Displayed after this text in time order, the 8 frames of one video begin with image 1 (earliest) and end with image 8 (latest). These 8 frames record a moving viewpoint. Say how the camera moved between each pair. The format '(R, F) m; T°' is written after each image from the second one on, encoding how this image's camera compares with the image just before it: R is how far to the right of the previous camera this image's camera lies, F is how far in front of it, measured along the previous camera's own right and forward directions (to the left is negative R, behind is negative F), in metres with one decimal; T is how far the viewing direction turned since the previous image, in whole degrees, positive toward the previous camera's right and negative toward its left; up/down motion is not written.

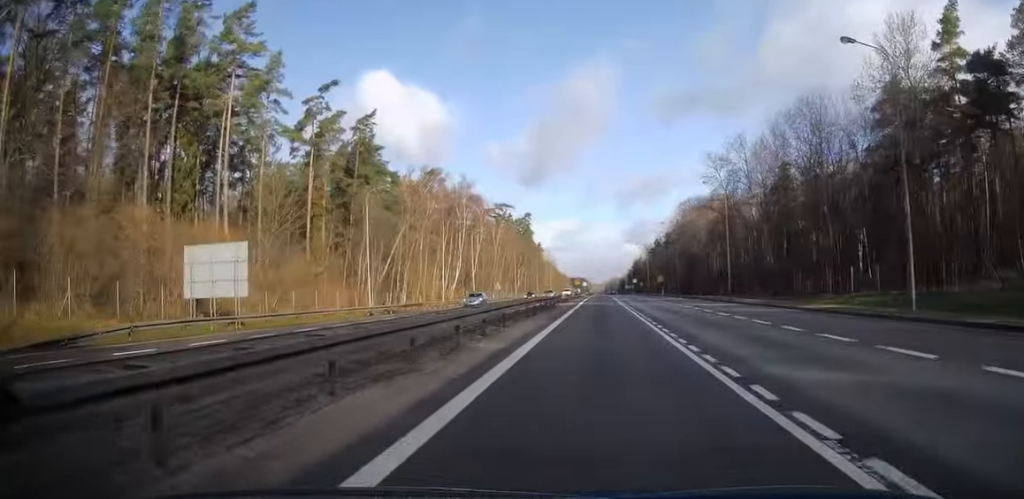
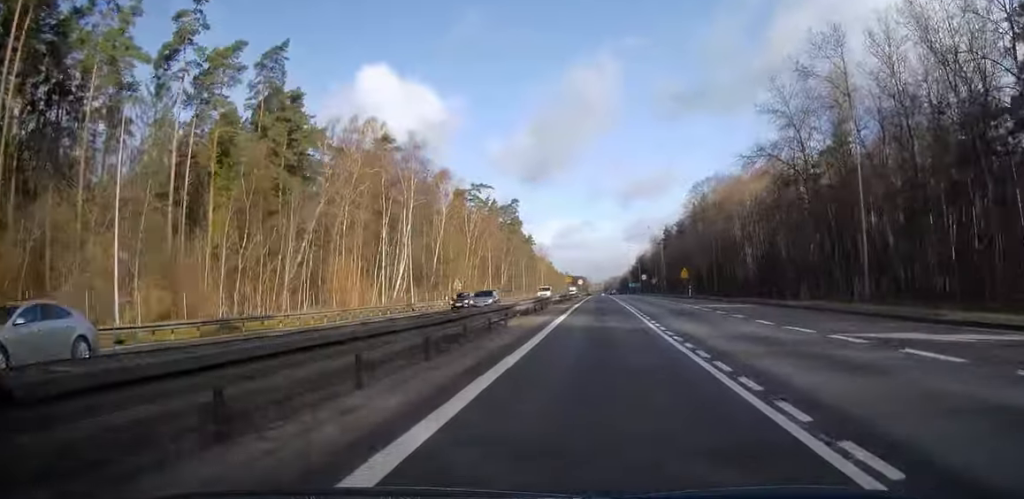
(+0.2, +31.0) m; 0°
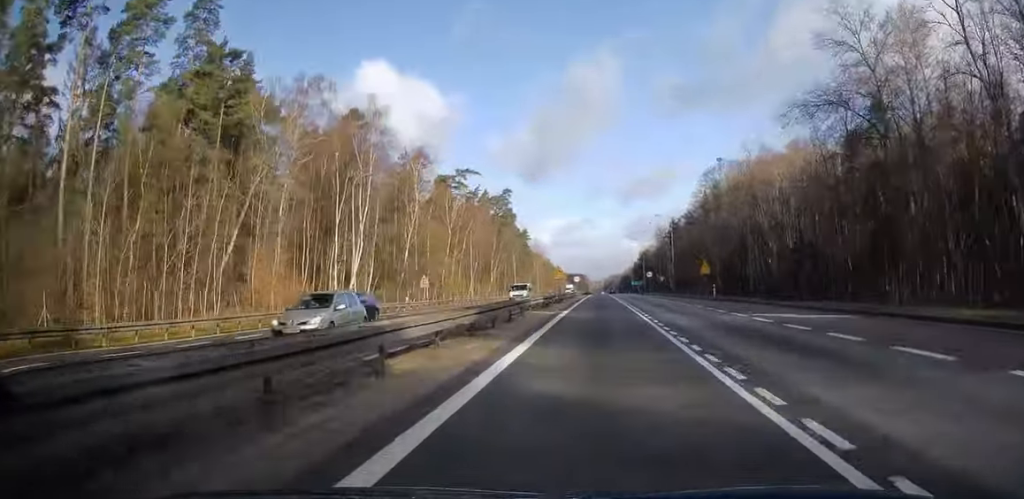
(0.0, +14.9) m; 0°
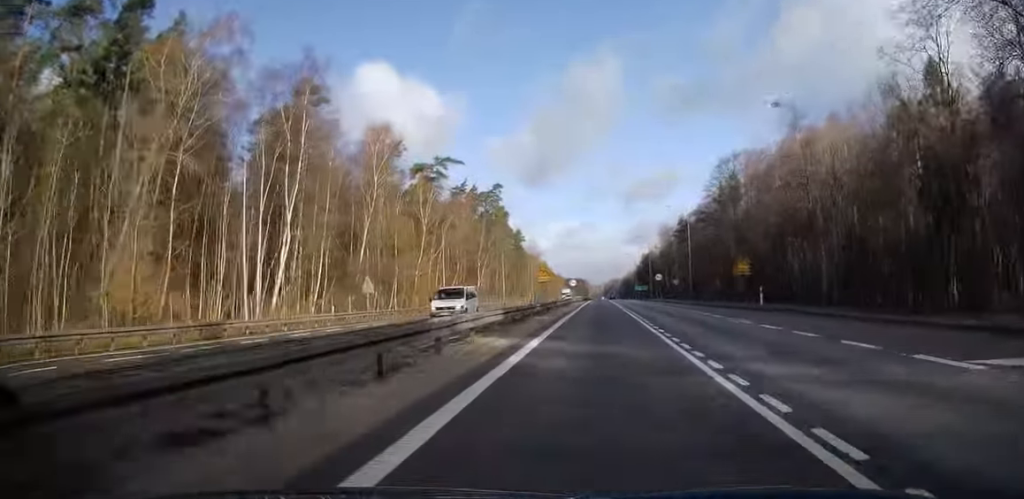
(-0.1, +15.9) m; 0°
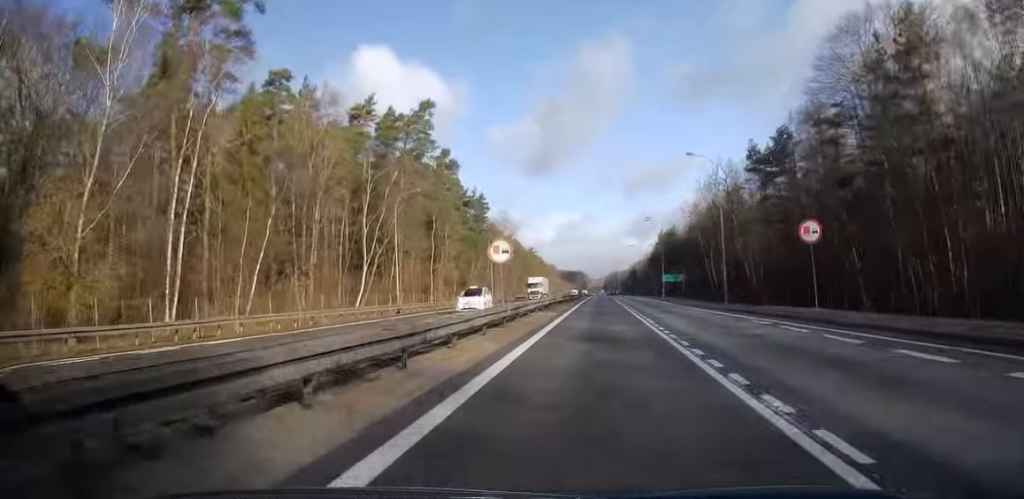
(0.0, +63.3) m; 0°
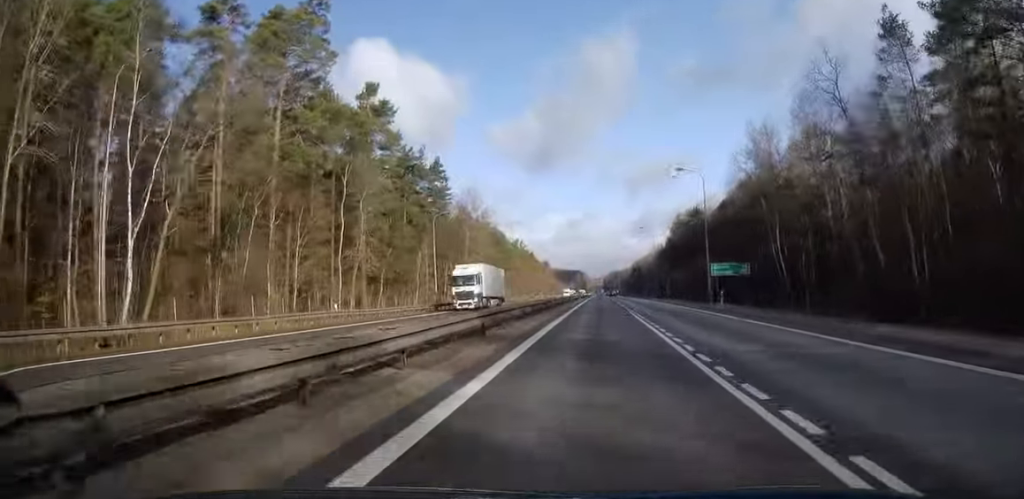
(+0.1, +36.2) m; 0°
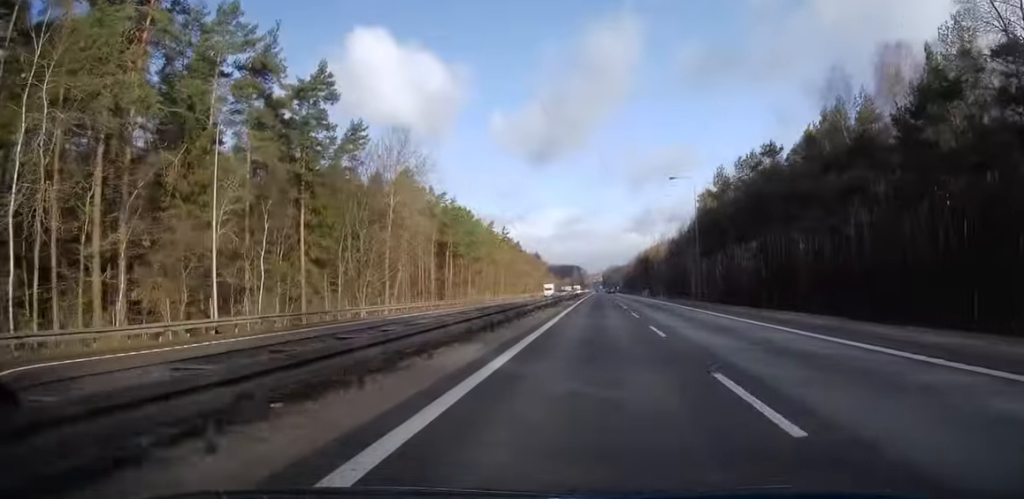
(0.0, +42.0) m; 0°
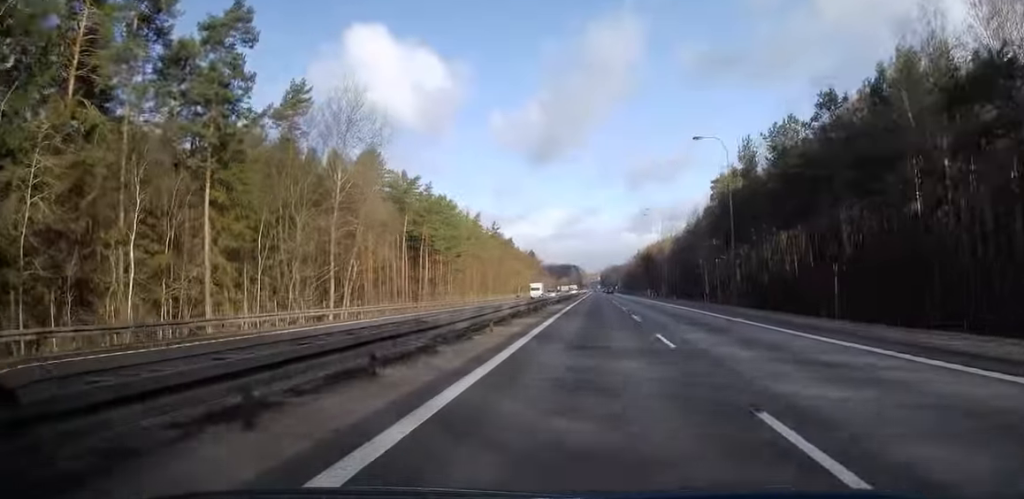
(0.0, +15.1) m; 0°
